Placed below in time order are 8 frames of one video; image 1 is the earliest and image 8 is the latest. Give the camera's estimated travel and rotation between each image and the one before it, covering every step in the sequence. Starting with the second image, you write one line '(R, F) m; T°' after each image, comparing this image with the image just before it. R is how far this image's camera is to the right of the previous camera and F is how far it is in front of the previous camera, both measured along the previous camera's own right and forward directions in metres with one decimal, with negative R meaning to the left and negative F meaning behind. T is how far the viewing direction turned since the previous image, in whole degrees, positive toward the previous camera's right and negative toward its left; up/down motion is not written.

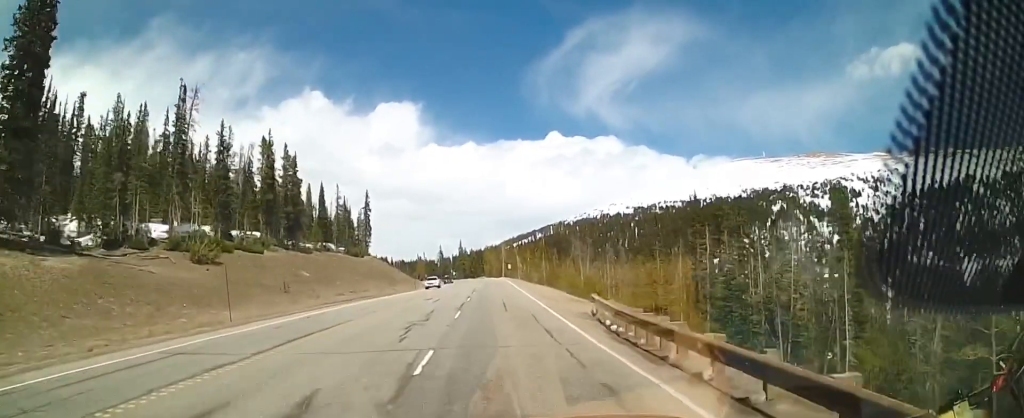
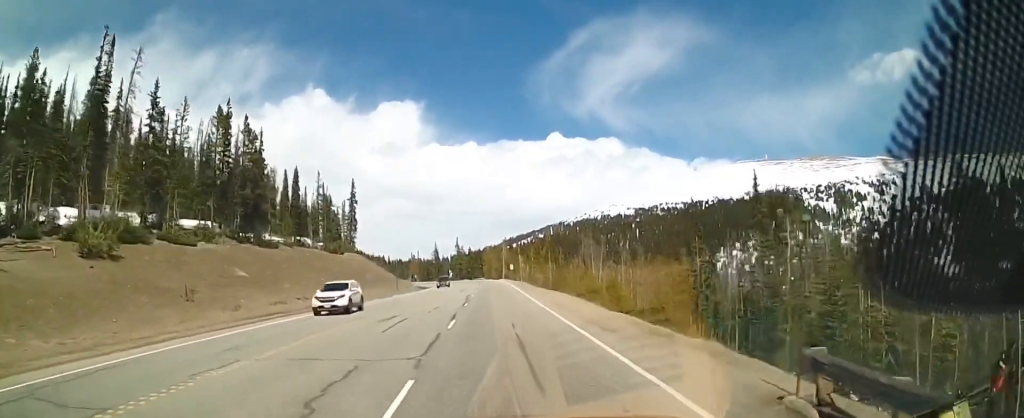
(+0.8, +15.6) m; +4°
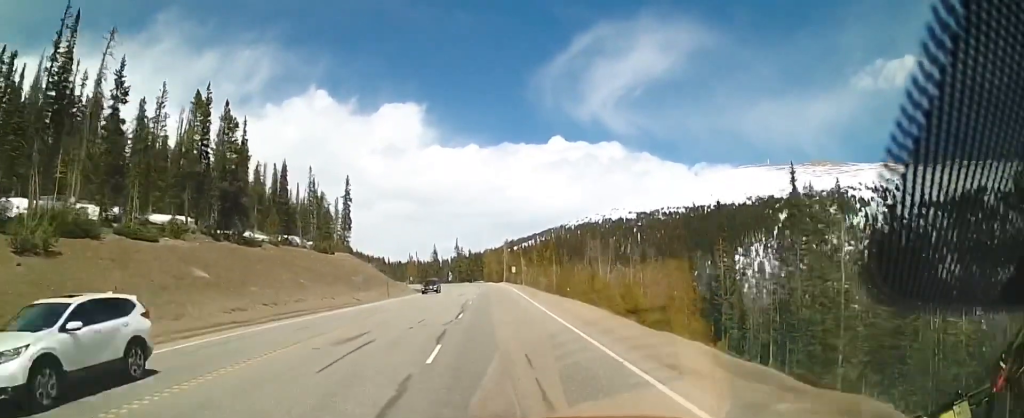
(+0.1, +6.7) m; 0°
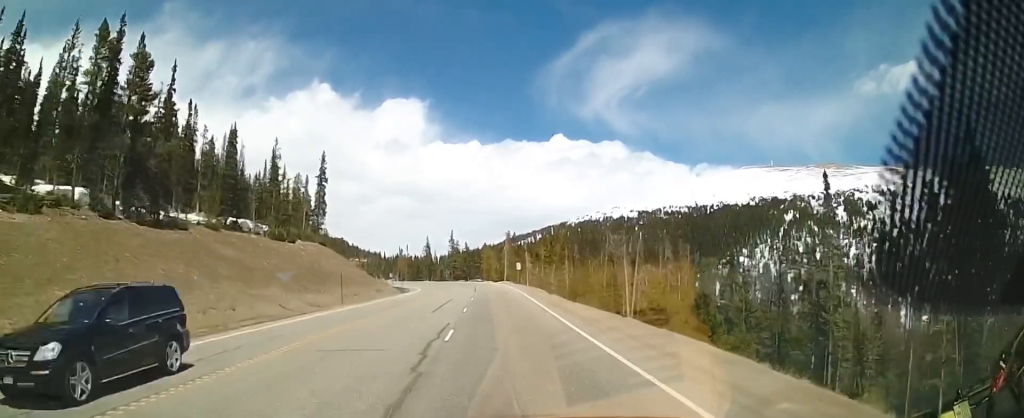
(-0.5, +19.6) m; -2°
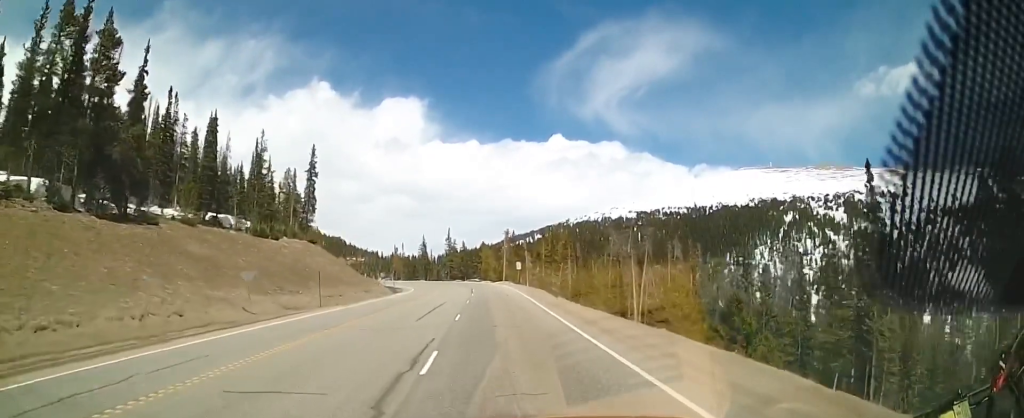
(0.0, +5.4) m; 0°
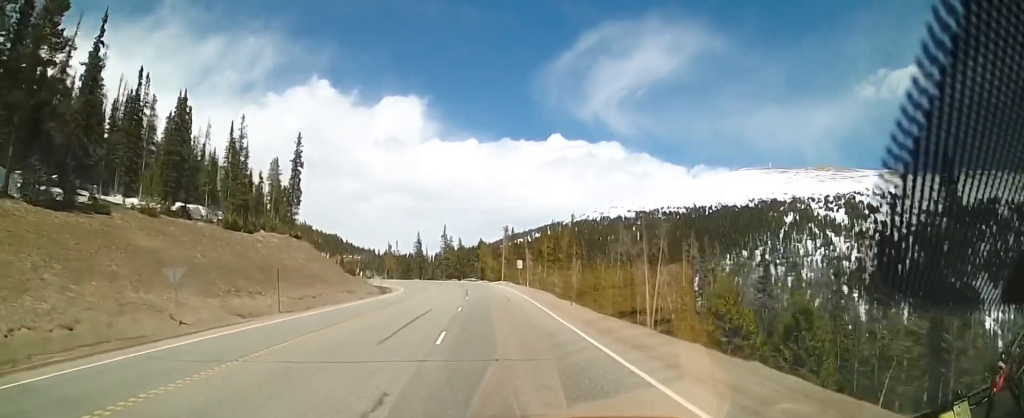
(0.0, +7.6) m; -1°
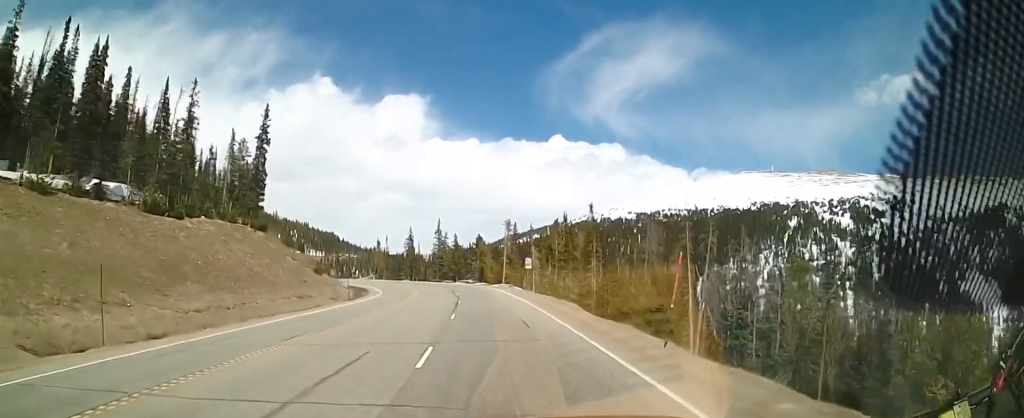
(-0.3, +16.0) m; 0°
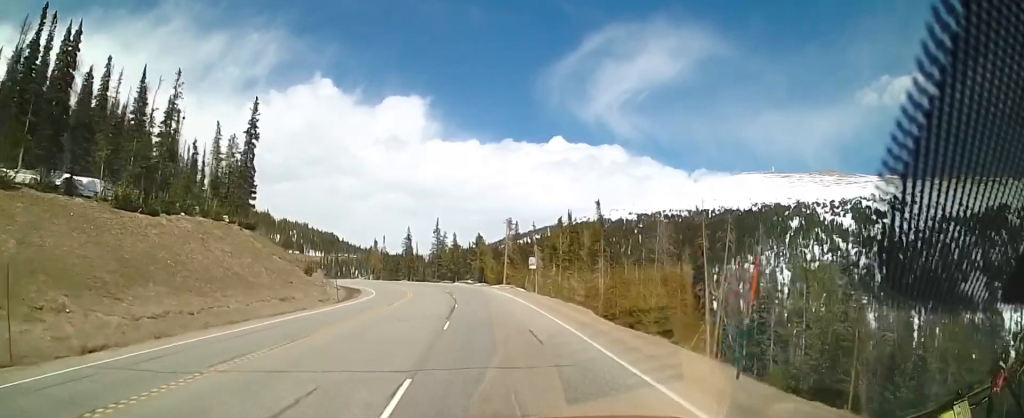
(+0.1, +4.3) m; +1°
